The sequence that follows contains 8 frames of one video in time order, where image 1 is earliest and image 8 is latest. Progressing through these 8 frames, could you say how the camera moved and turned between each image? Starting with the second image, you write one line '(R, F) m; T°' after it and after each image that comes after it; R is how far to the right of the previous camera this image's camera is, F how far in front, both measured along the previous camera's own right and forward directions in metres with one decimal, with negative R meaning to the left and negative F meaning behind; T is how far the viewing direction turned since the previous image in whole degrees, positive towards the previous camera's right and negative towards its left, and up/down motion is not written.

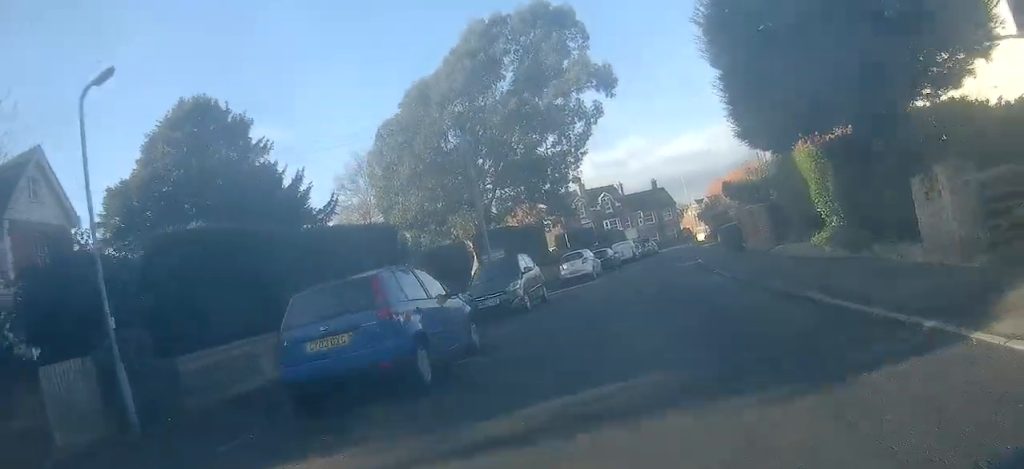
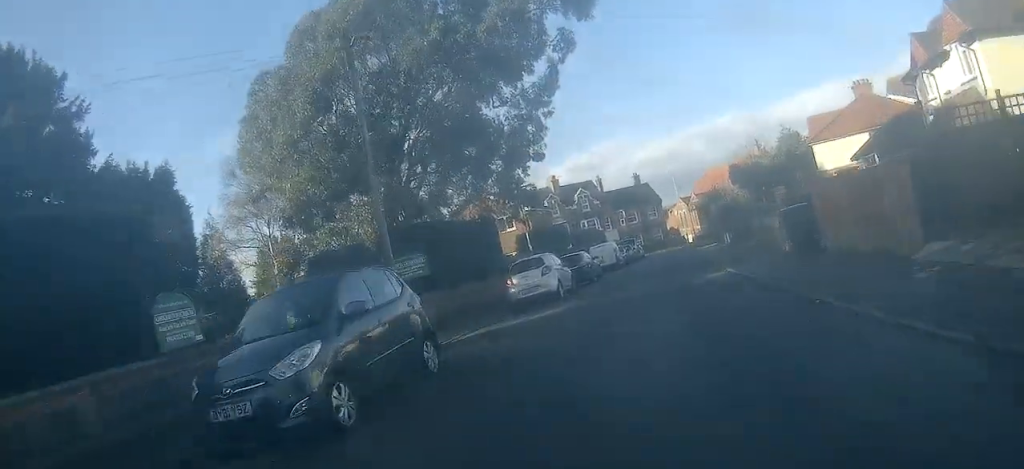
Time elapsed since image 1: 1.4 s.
(-0.1, +9.8) m; -2°
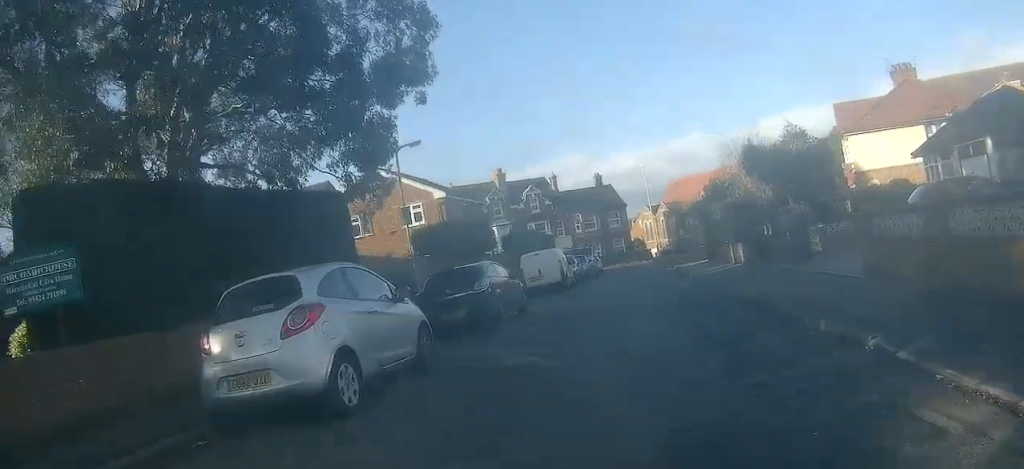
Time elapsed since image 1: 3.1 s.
(-0.2, +12.4) m; -1°
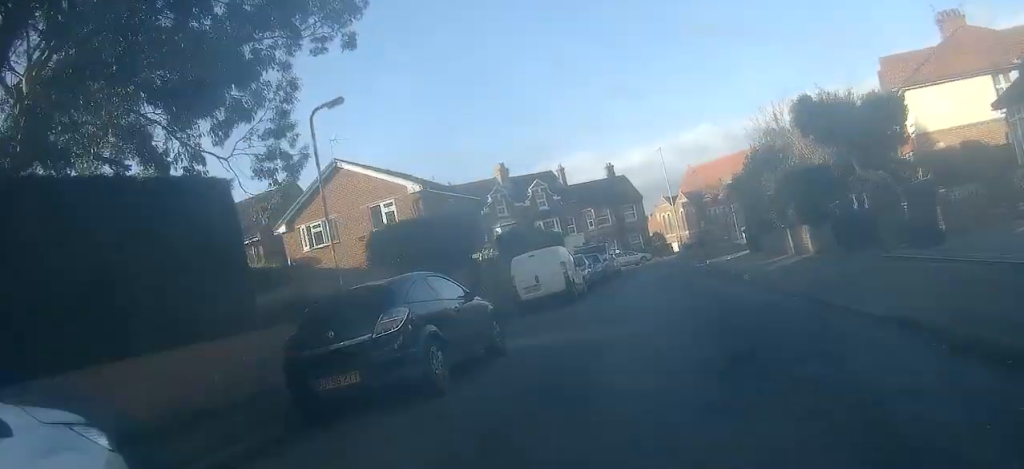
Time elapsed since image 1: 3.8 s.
(0.0, +5.7) m; 0°
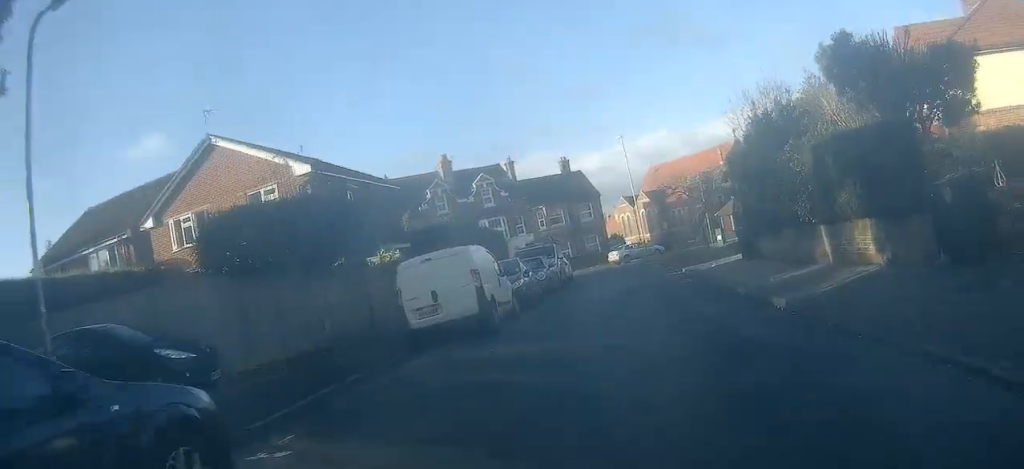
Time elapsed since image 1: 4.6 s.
(0.0, +6.0) m; 0°
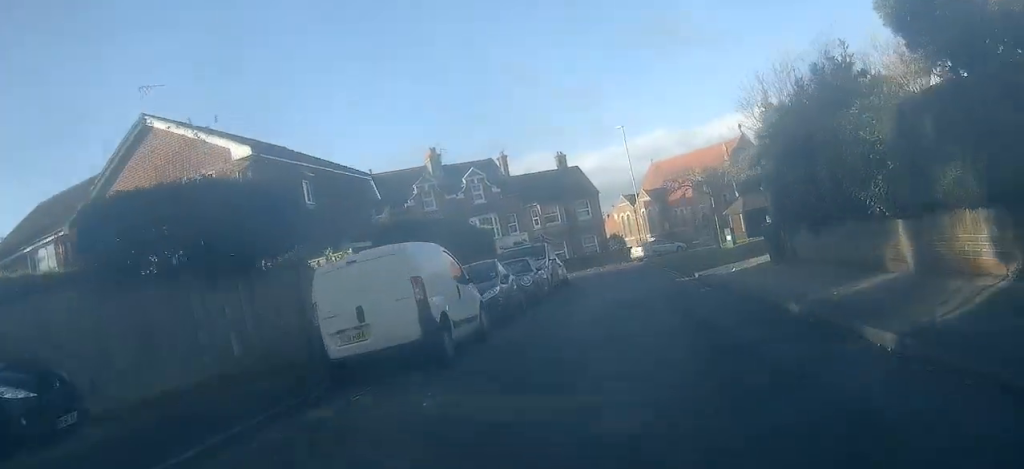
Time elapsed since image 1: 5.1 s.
(0.0, +3.2) m; 0°
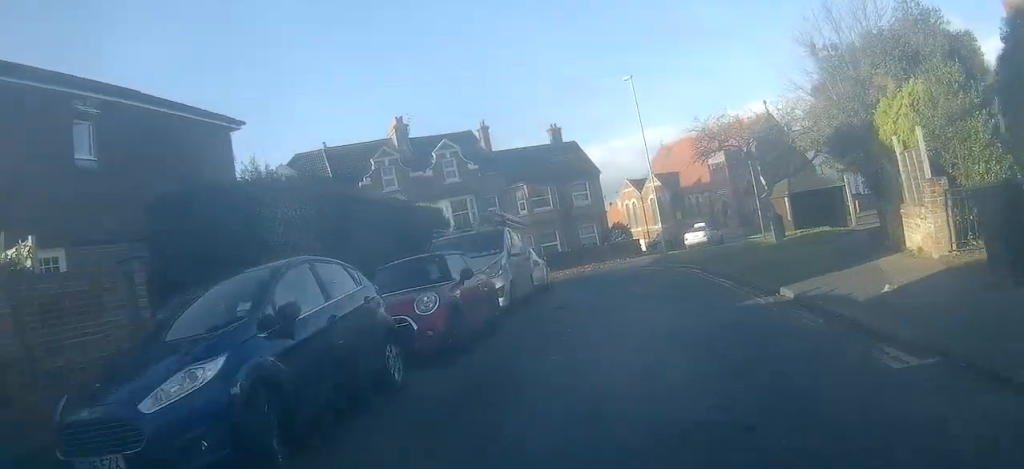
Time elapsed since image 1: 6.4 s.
(0.0, +9.0) m; 0°
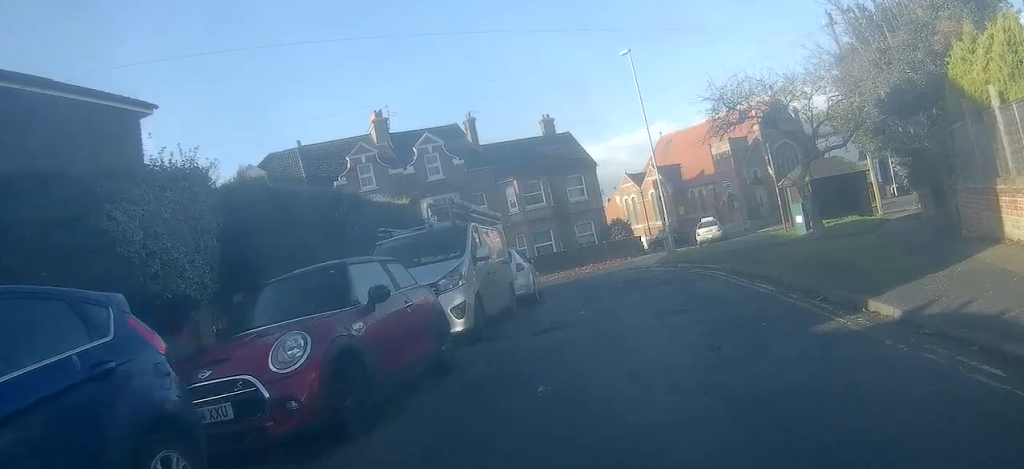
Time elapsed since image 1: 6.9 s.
(0.0, +3.4) m; 0°
